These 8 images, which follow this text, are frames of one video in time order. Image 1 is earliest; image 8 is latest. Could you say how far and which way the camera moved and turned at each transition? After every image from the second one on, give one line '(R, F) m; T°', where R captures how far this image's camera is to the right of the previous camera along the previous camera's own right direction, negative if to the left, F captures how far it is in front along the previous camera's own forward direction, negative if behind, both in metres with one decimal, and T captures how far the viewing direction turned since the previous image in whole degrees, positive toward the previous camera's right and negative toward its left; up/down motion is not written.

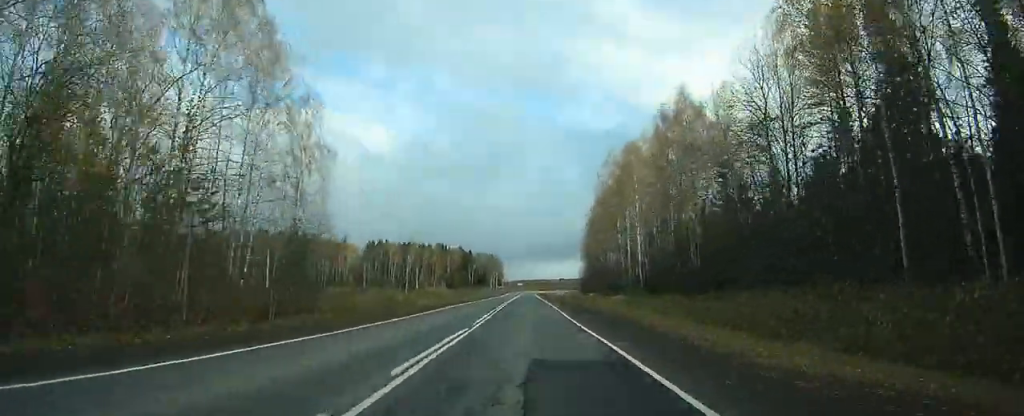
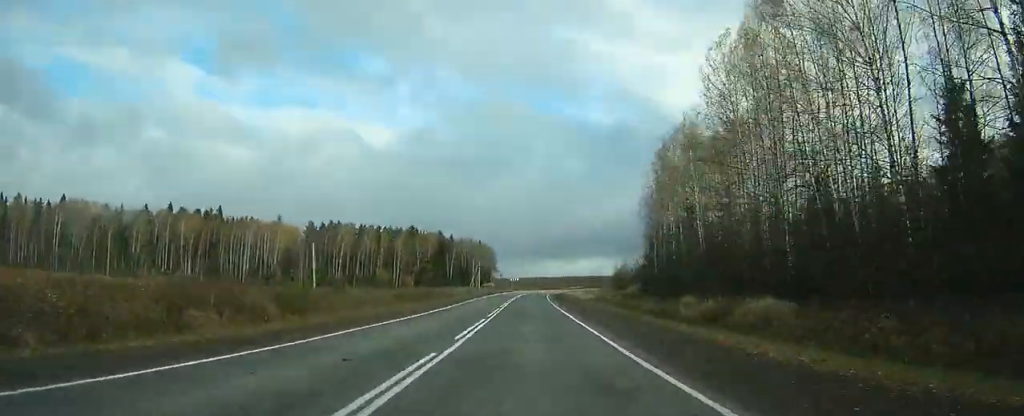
(-0.8, +90.4) m; -2°
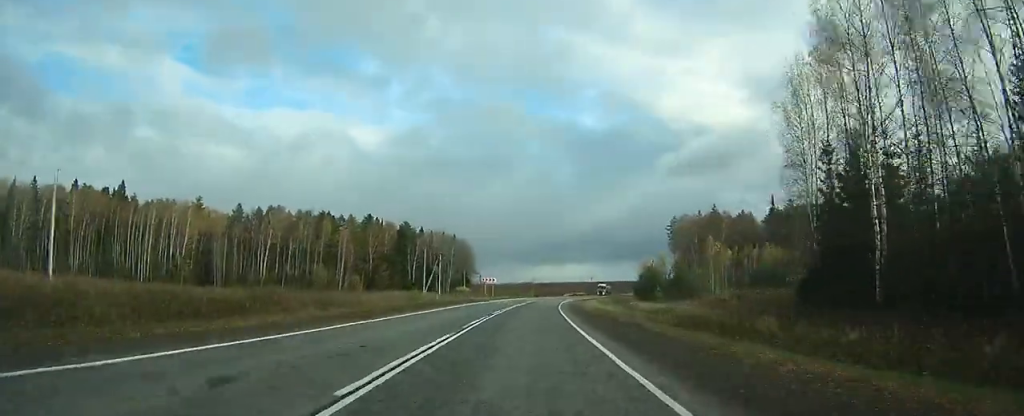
(+0.4, +55.6) m; +1°
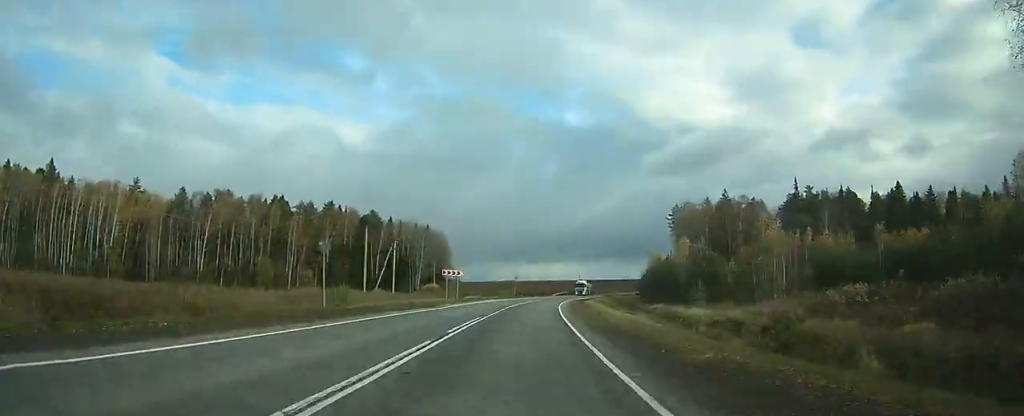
(0.0, +25.6) m; +1°
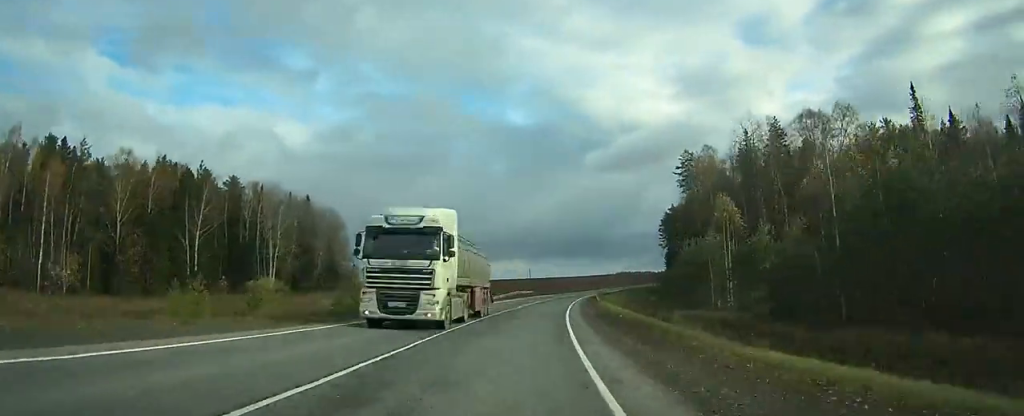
(+2.1, +68.7) m; +5°
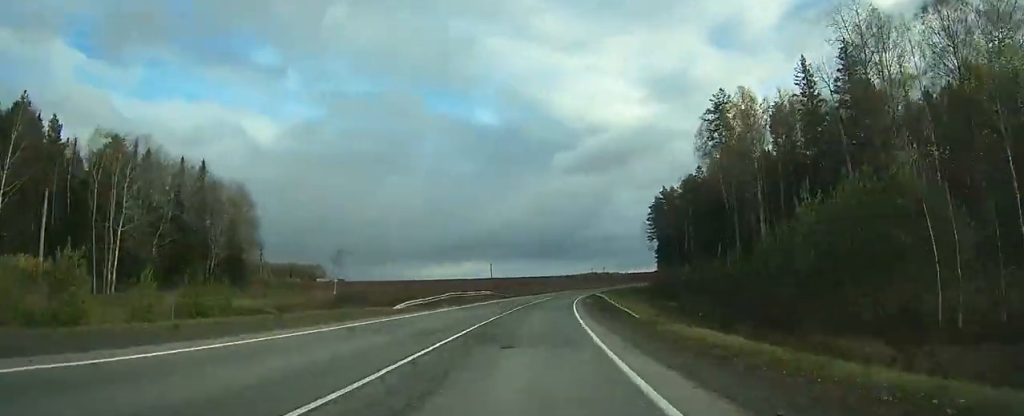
(+1.4, +35.7) m; +3°
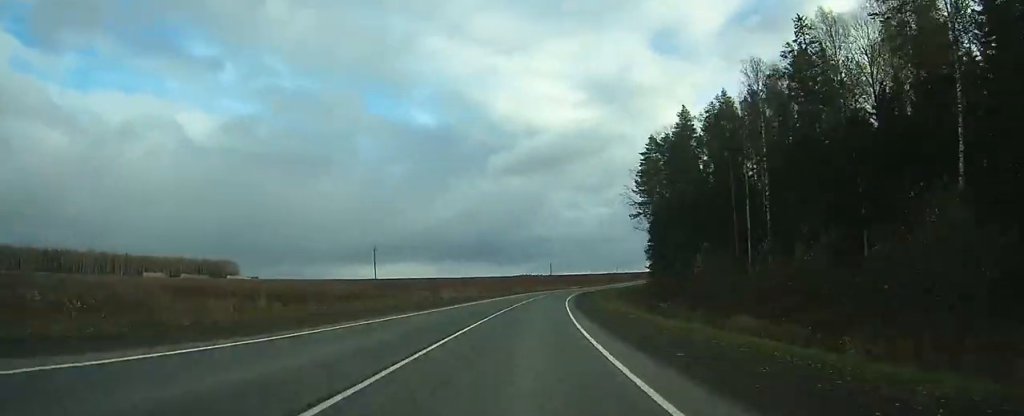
(+3.8, +71.4) m; +7°
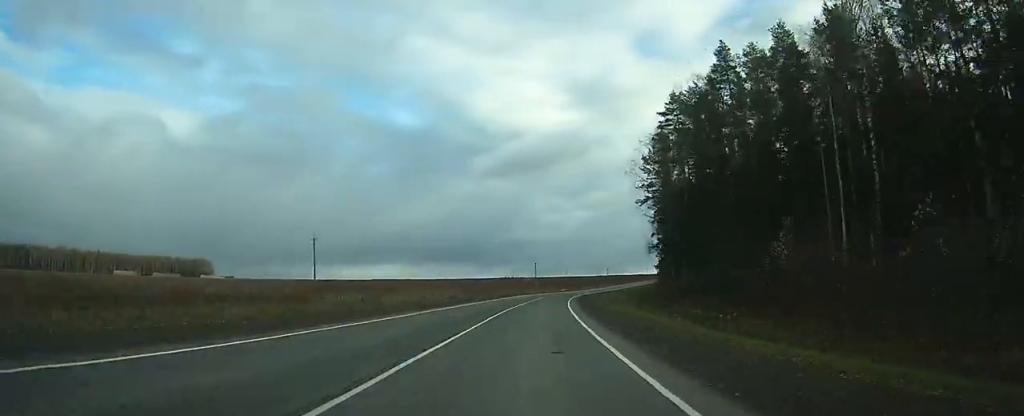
(+0.8, +23.3) m; +2°
